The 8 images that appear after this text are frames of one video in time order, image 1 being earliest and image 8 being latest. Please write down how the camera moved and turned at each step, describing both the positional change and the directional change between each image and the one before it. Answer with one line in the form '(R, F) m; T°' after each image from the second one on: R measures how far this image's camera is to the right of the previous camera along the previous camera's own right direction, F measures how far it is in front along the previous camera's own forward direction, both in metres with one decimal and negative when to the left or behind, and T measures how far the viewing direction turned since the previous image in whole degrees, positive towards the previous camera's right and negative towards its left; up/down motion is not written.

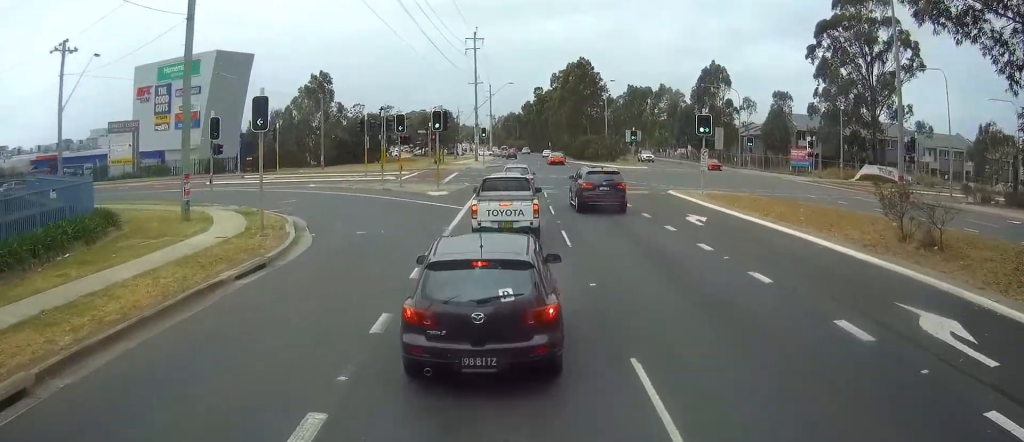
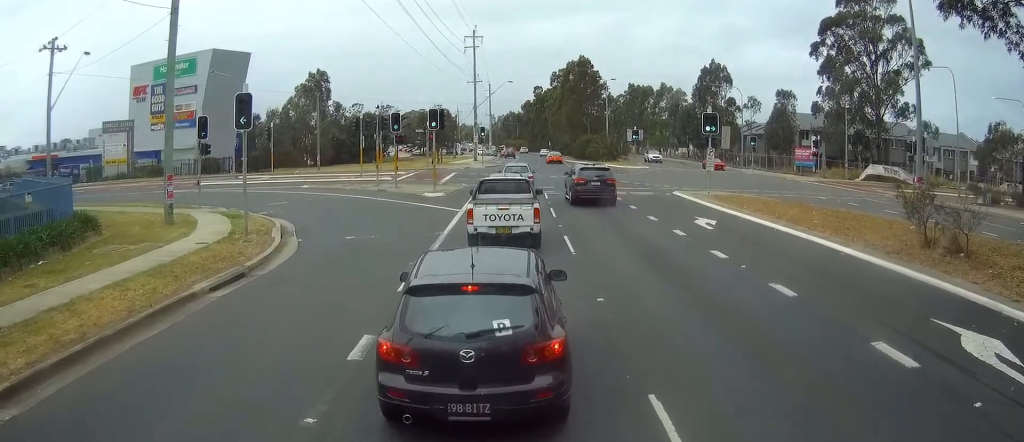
(0.0, +1.5) m; -4°
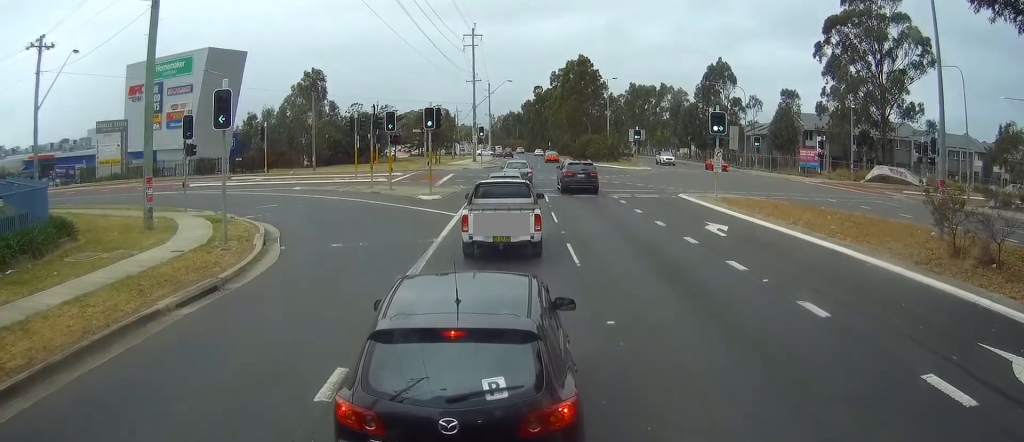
(-0.2, +1.8) m; -2°
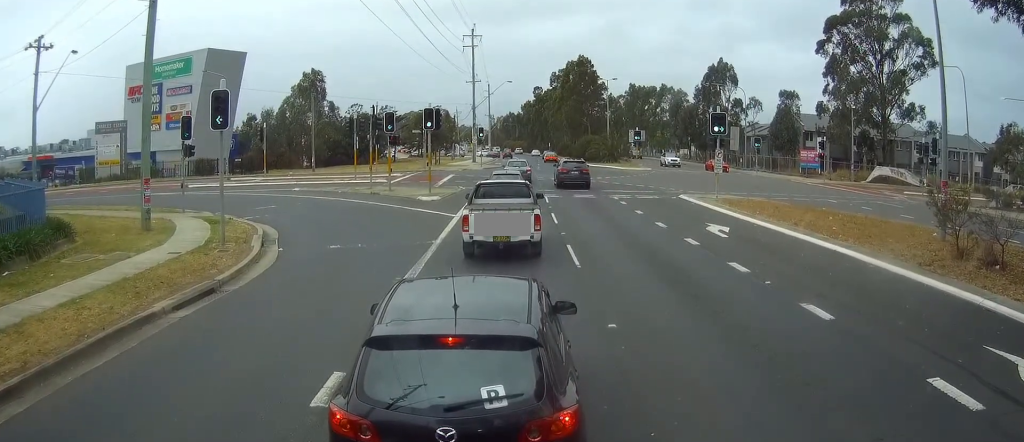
(-0.2, 0.0) m; 0°
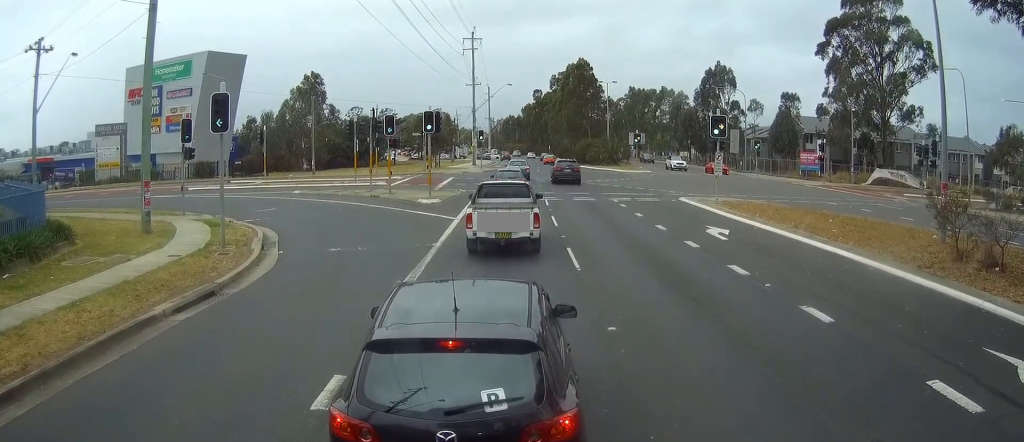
(-0.2, 0.0) m; 0°
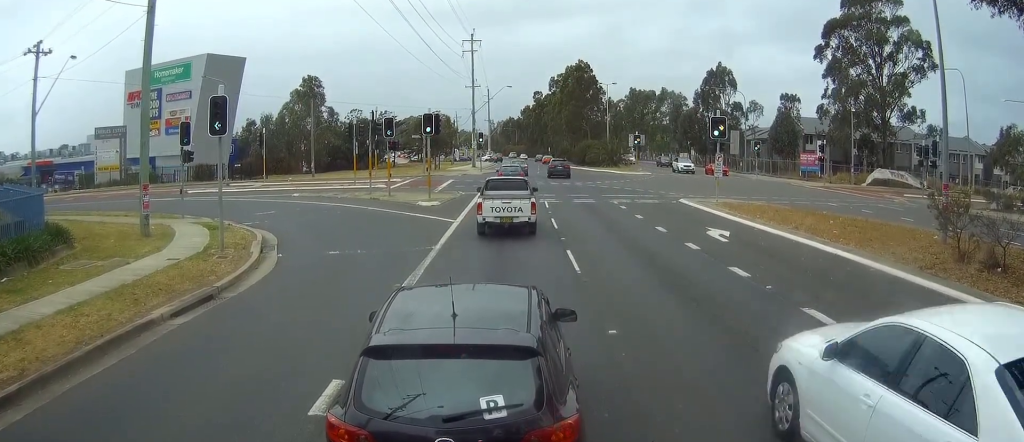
(-0.1, +0.1) m; 0°
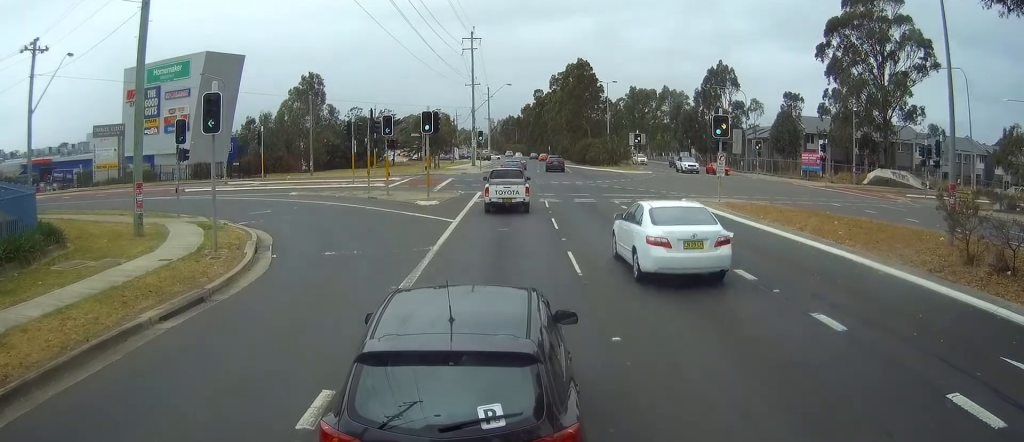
(0.0, 0.0) m; 0°
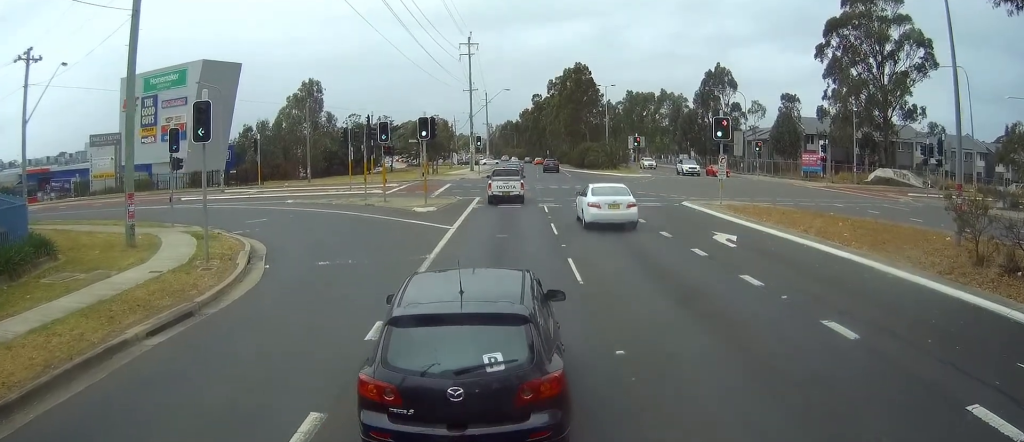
(0.0, +0.2) m; 0°
